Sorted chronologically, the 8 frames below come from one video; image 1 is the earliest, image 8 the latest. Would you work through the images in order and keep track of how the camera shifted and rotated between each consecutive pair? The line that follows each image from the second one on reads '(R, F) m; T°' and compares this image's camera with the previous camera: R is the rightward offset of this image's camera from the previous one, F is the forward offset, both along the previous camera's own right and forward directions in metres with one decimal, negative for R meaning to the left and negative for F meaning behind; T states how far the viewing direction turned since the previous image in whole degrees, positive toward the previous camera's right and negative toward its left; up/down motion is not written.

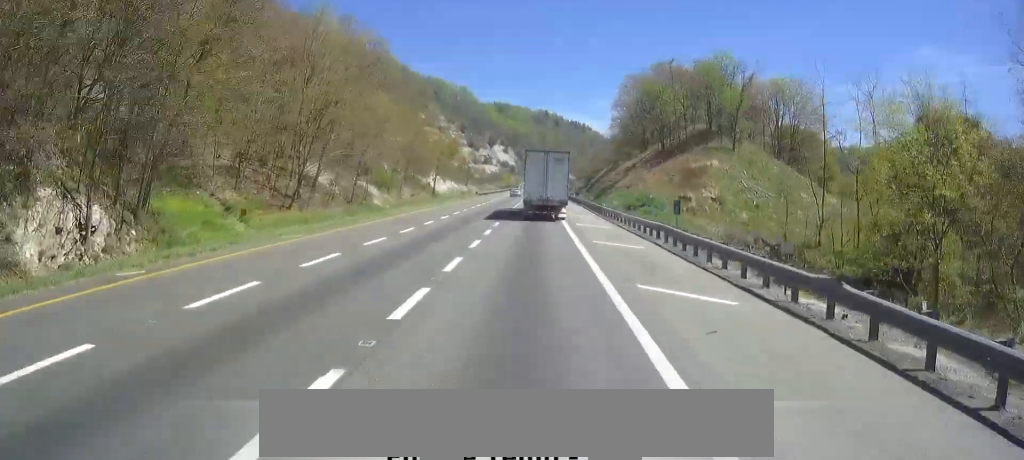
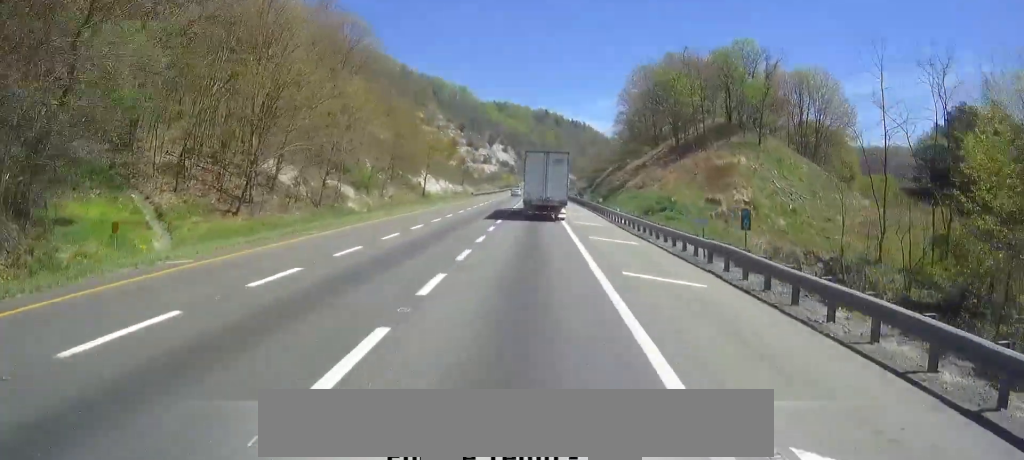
(+0.3, +10.0) m; +1°
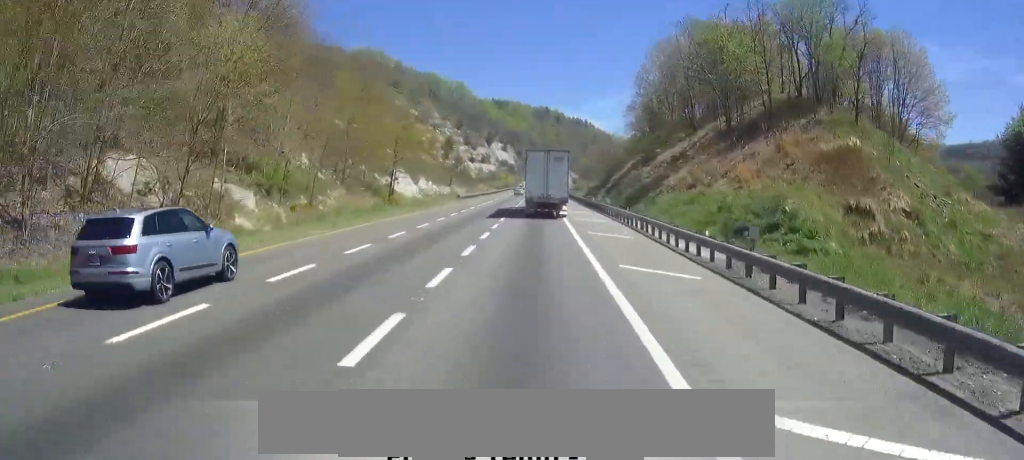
(+0.1, +23.9) m; 0°
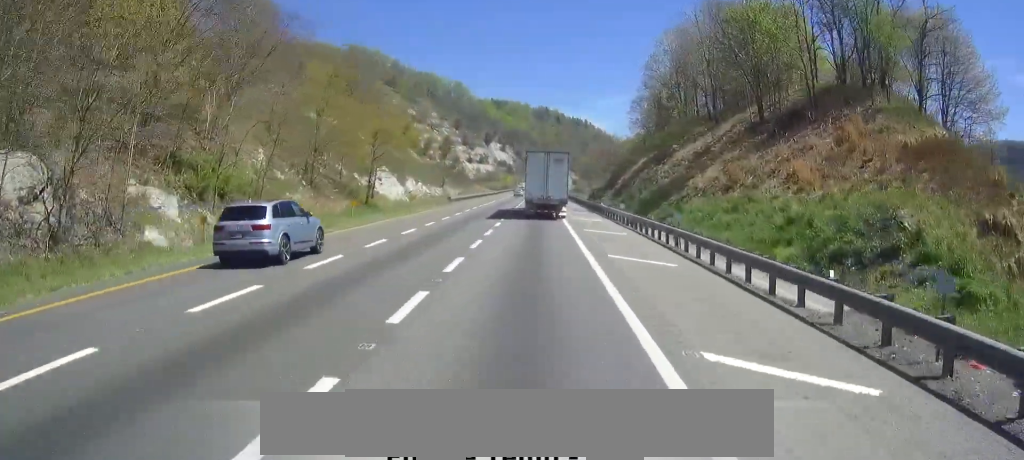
(0.0, +10.0) m; +1°
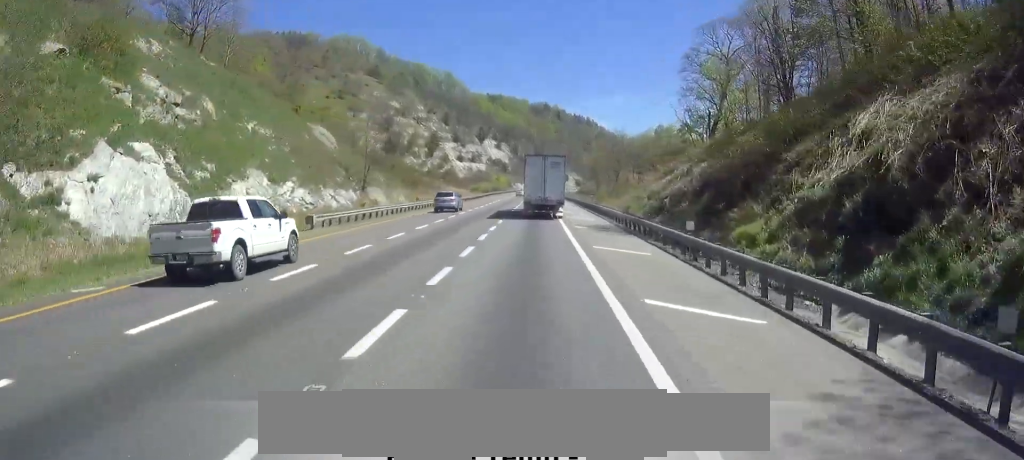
(+4.0, +60.0) m; +5°
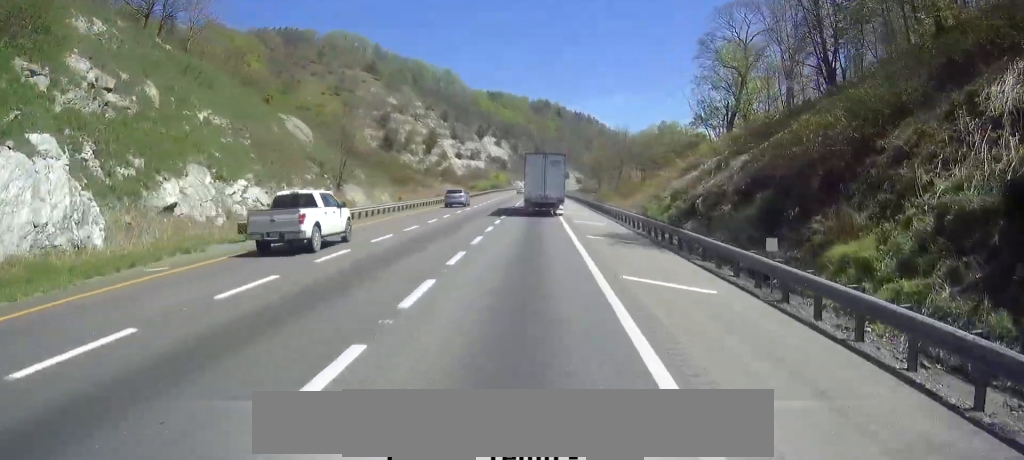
(+0.2, +8.8) m; +1°
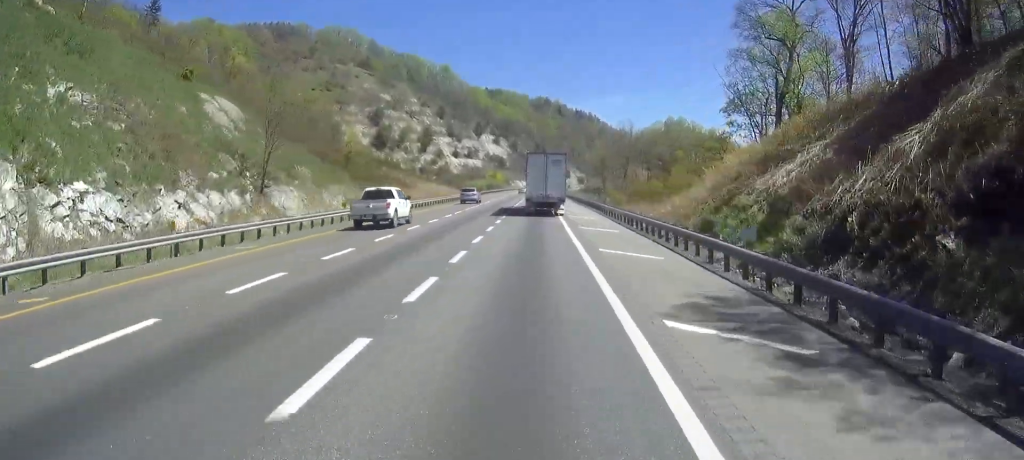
(+0.2, +17.4) m; 0°
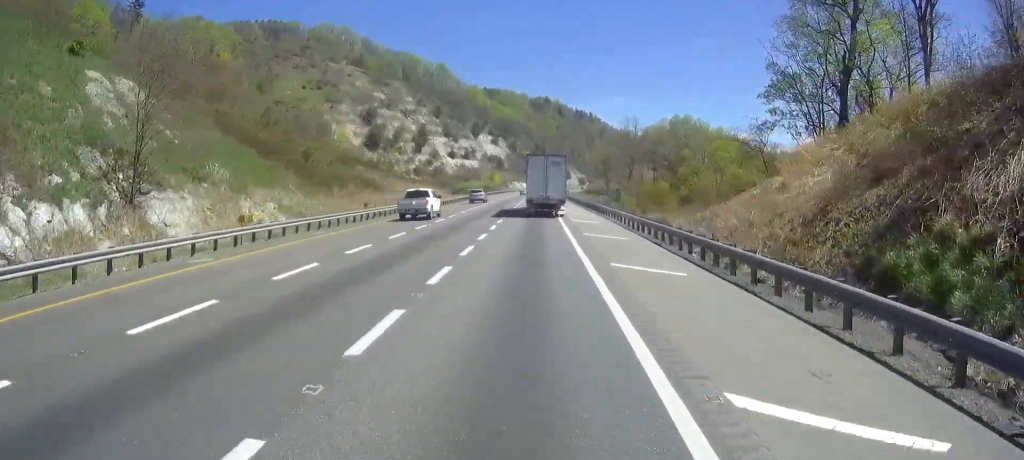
(0.0, +15.3) m; -1°
